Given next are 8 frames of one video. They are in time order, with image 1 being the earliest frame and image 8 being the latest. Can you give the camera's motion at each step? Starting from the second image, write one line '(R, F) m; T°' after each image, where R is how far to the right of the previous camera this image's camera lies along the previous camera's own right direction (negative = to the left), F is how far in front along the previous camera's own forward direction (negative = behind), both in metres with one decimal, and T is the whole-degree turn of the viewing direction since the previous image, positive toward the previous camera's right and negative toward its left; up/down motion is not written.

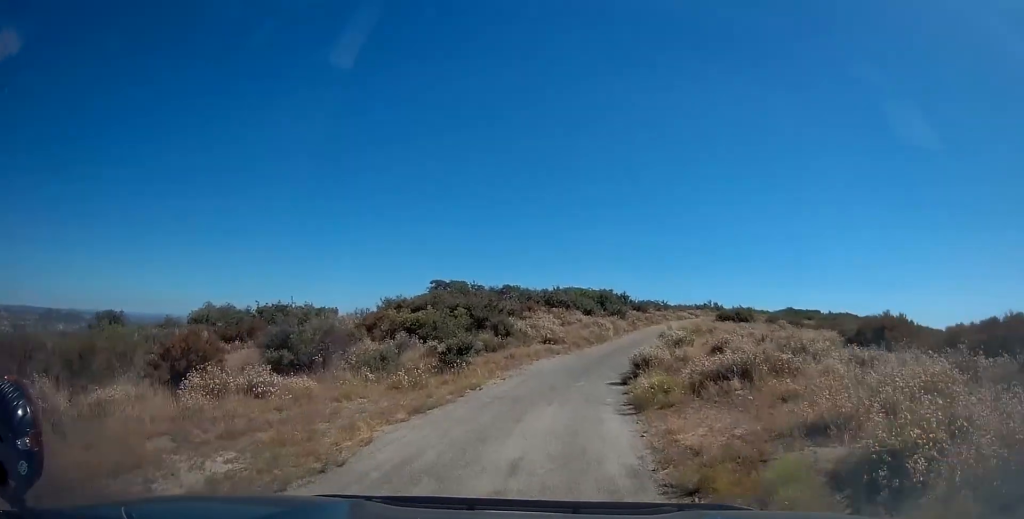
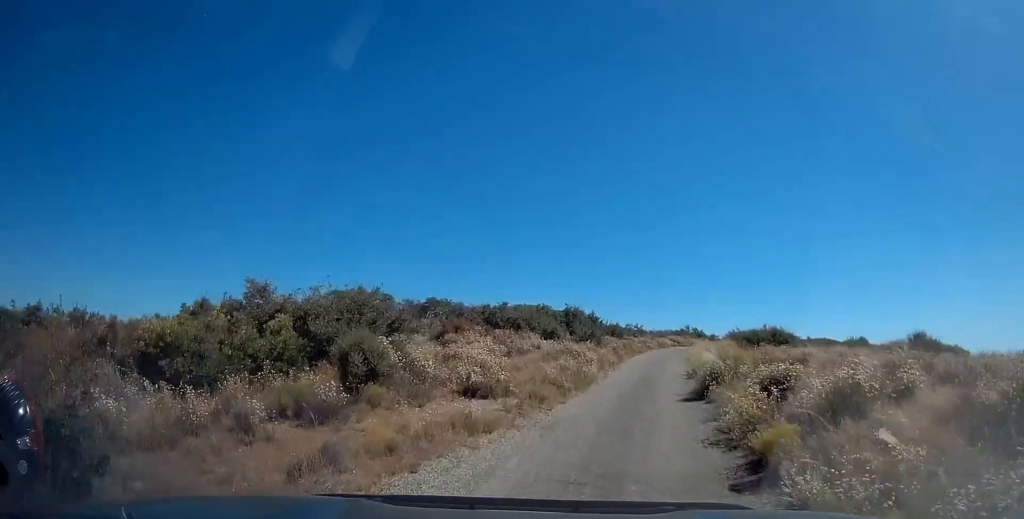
(+0.1, +15.3) m; +7°
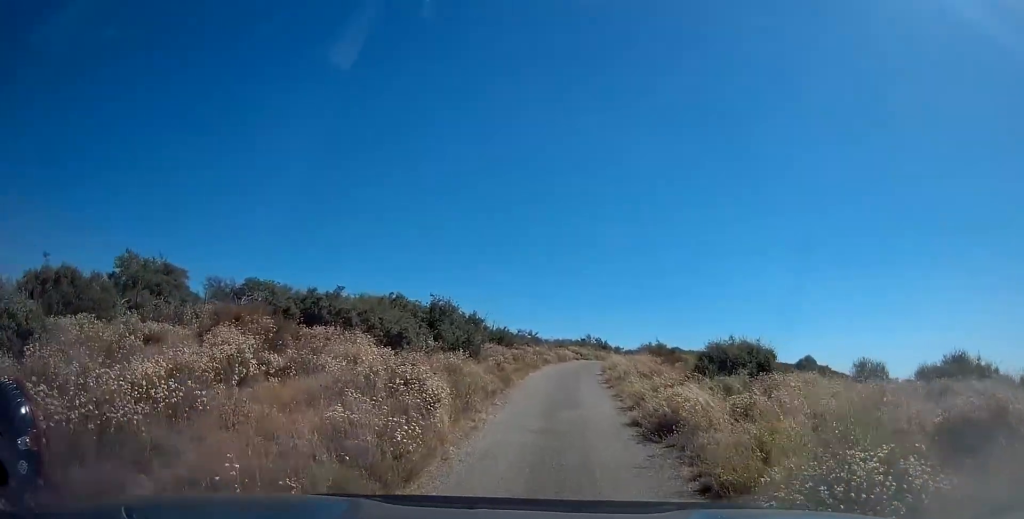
(+0.4, +11.2) m; +4°
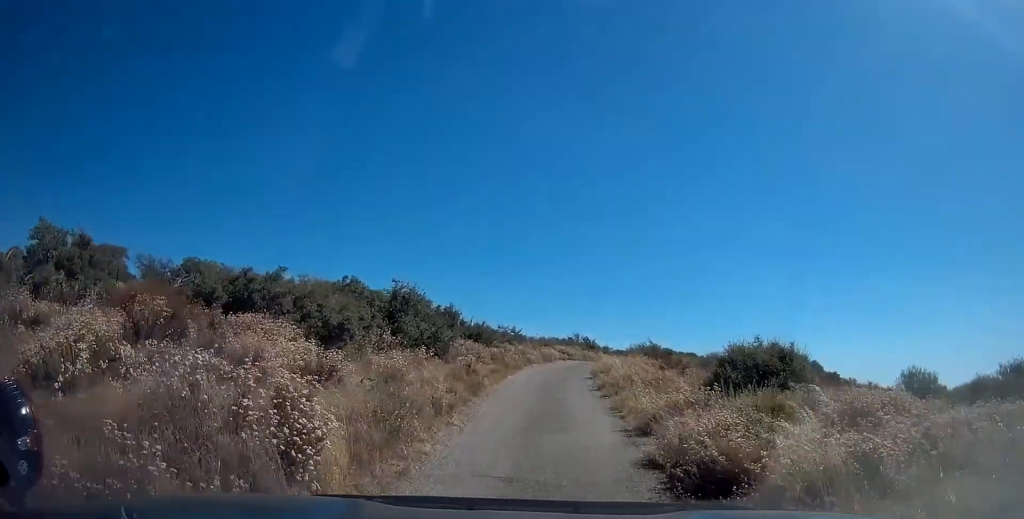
(-0.2, +4.3) m; +4°
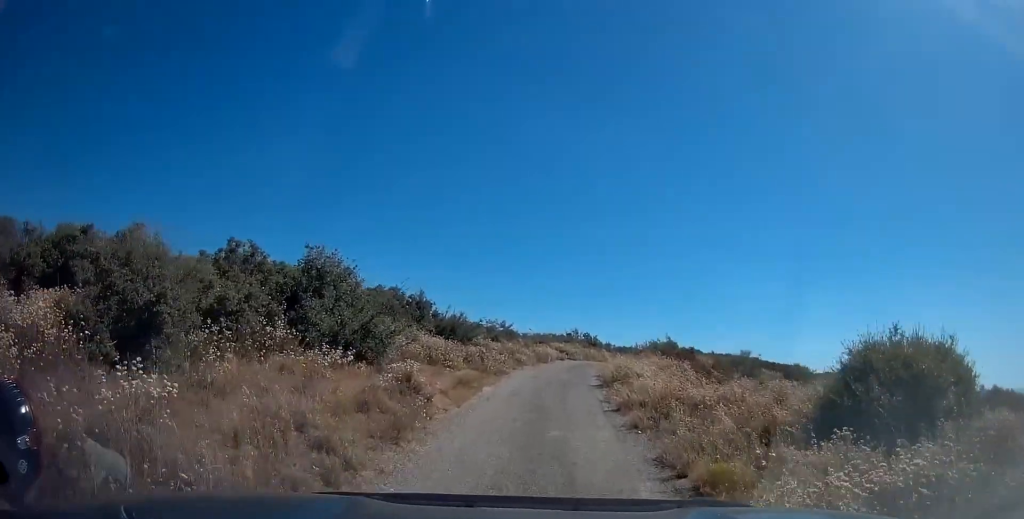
(+1.1, +7.7) m; +4°
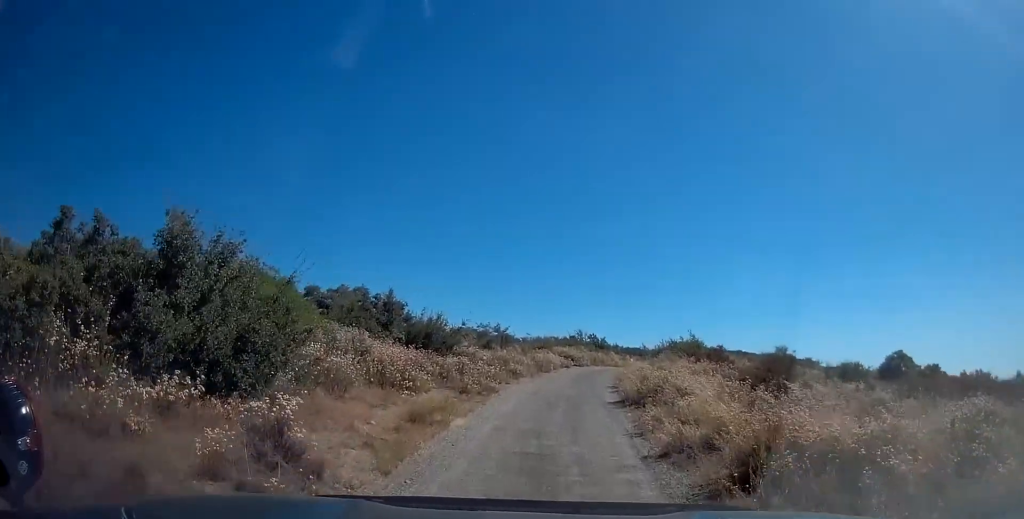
(-0.4, +5.8) m; -4°
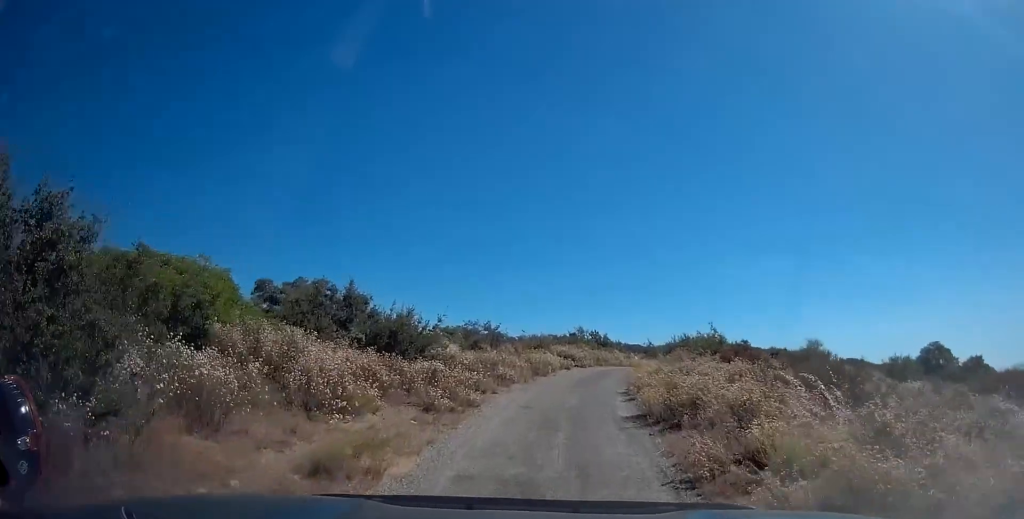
(0.0, +4.4) m; +4°
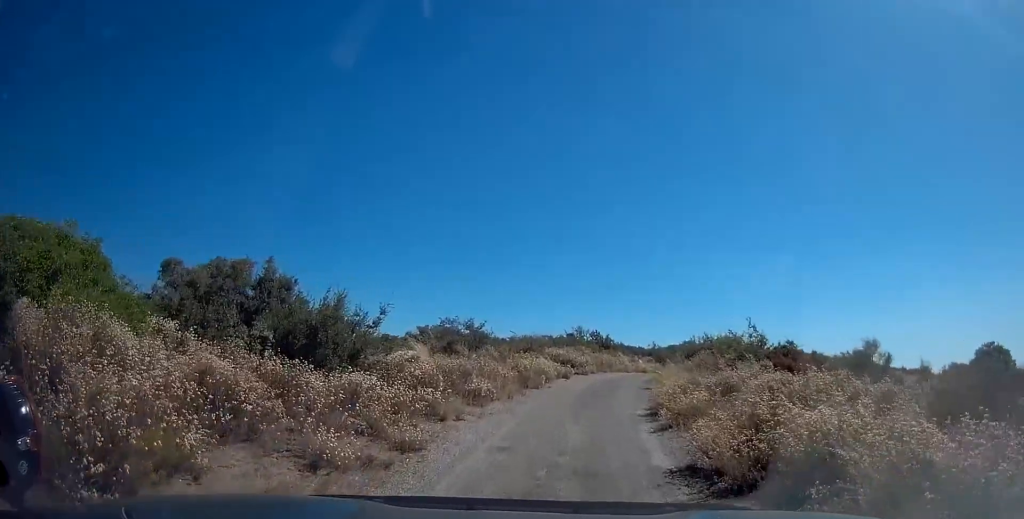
(+0.4, +5.7) m; +2°
